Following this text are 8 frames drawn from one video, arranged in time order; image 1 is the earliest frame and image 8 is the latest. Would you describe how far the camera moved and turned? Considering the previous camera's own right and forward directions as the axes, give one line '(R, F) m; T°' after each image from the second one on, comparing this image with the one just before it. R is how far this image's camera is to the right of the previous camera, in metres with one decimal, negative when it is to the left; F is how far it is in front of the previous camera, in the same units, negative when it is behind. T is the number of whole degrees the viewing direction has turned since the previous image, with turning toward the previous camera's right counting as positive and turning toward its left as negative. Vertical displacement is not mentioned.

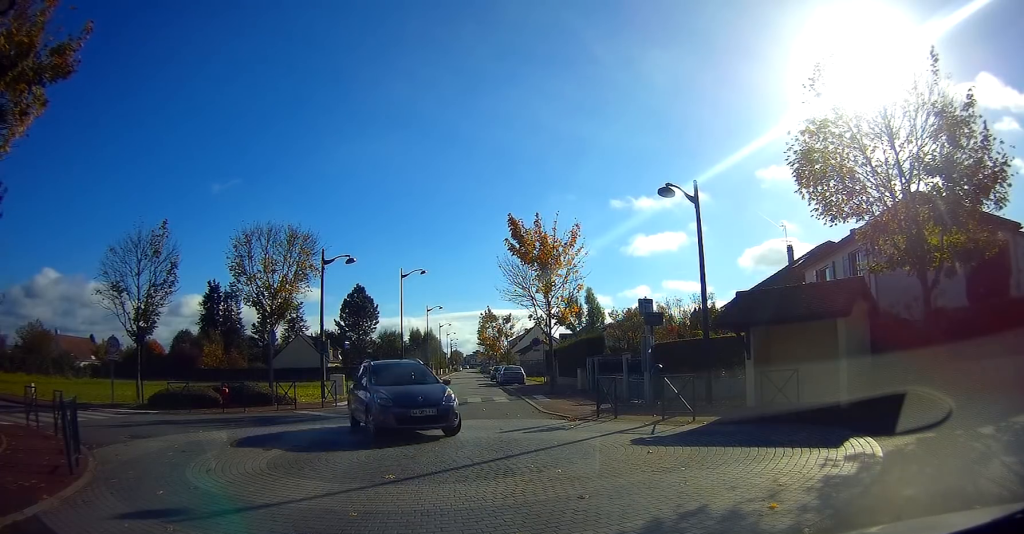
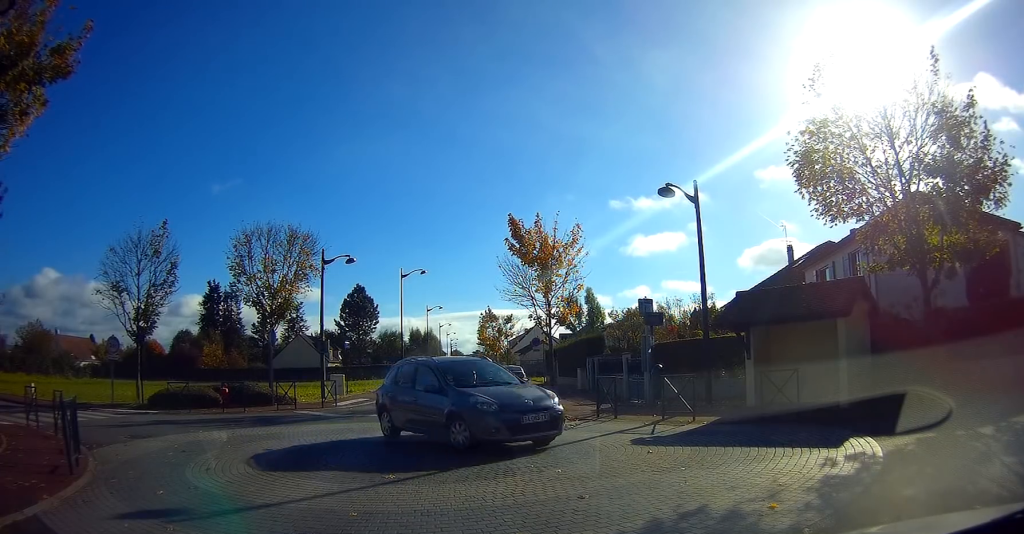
(0.0, 0.0) m; 0°
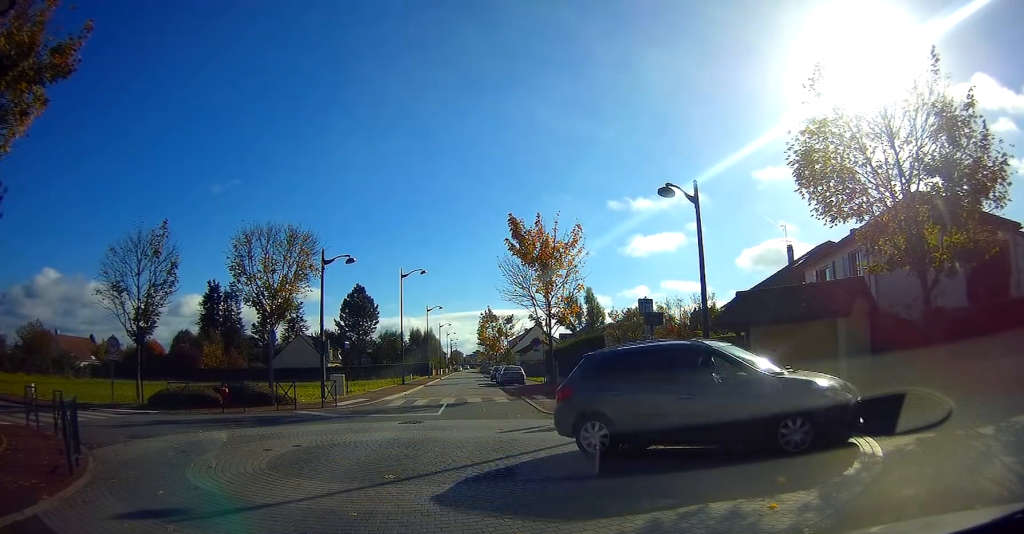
(0.0, +0.1) m; 0°
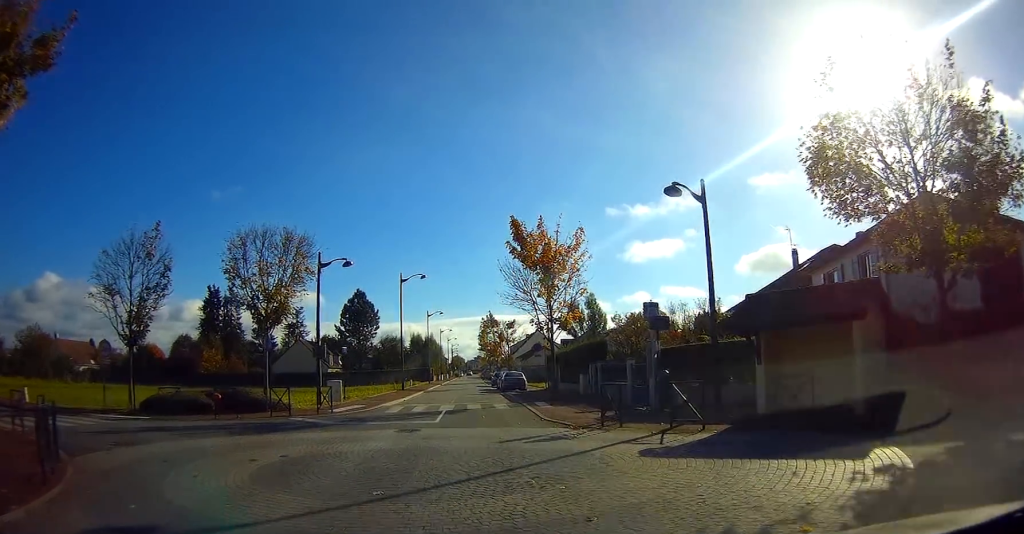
(-0.1, +0.6) m; 0°
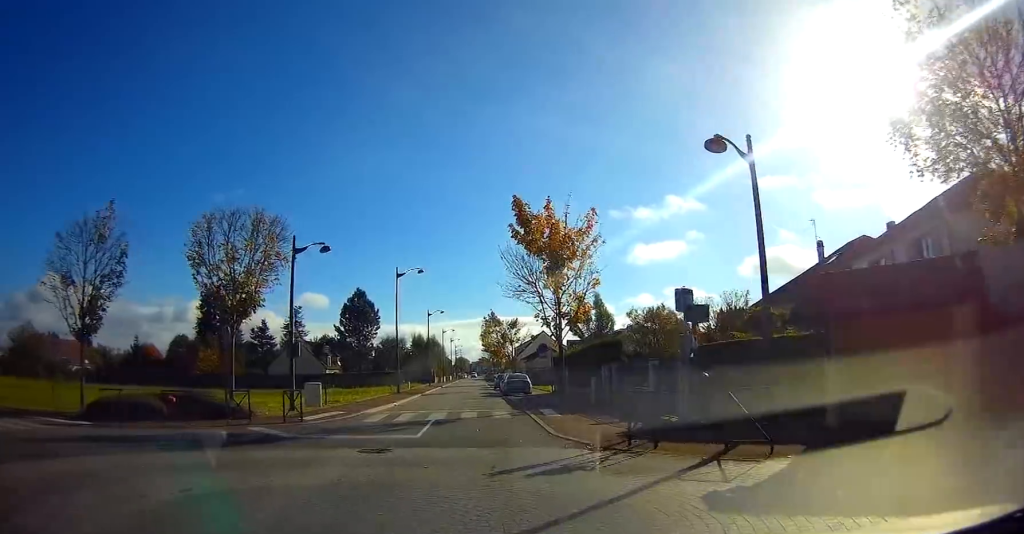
(0.0, +2.6) m; 0°
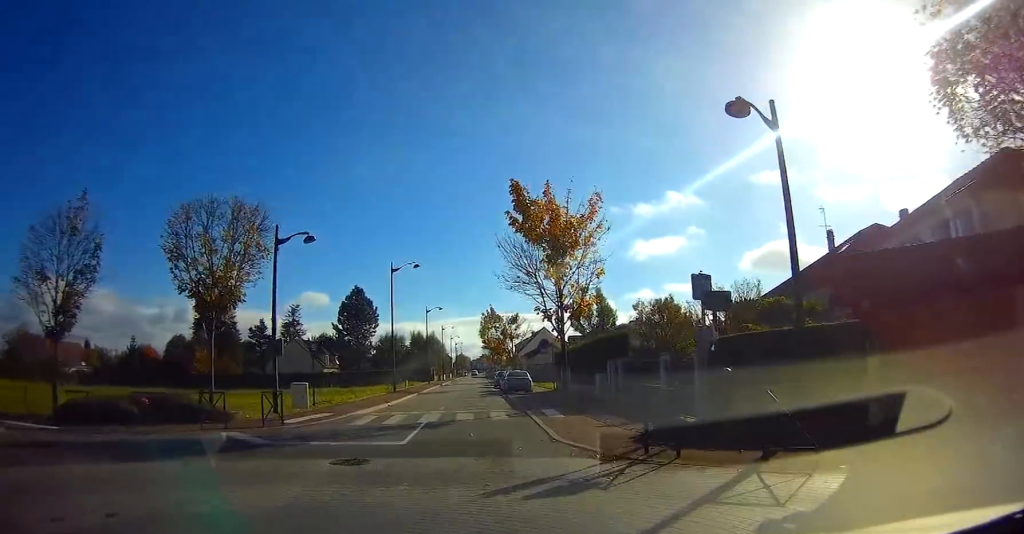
(0.0, +1.2) m; 0°
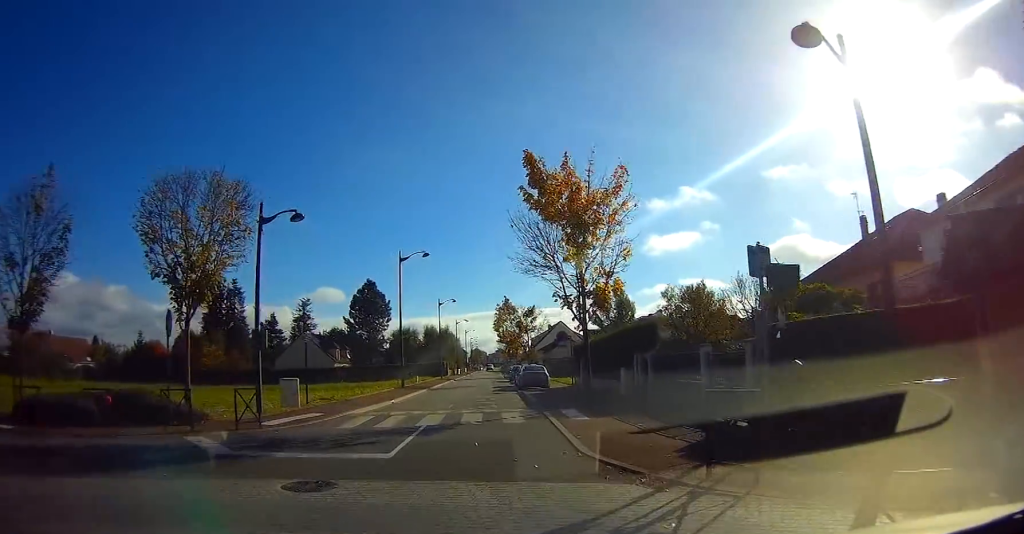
(-0.1, +2.3) m; -5°
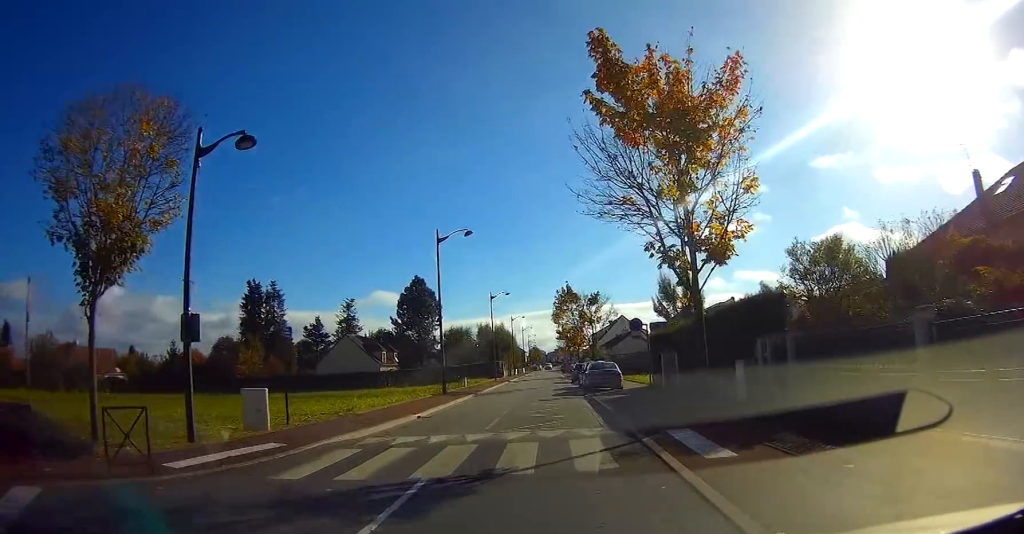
(-0.6, +6.2) m; -4°
